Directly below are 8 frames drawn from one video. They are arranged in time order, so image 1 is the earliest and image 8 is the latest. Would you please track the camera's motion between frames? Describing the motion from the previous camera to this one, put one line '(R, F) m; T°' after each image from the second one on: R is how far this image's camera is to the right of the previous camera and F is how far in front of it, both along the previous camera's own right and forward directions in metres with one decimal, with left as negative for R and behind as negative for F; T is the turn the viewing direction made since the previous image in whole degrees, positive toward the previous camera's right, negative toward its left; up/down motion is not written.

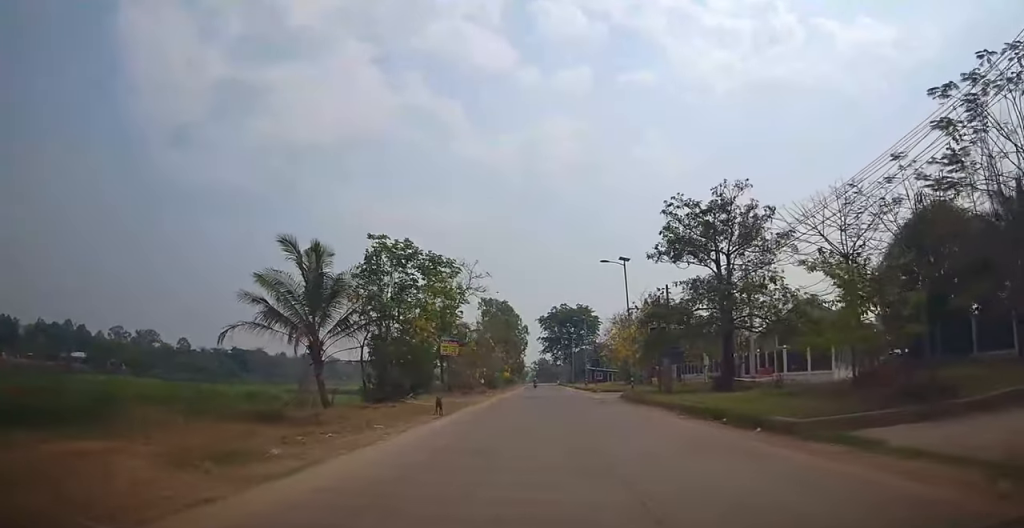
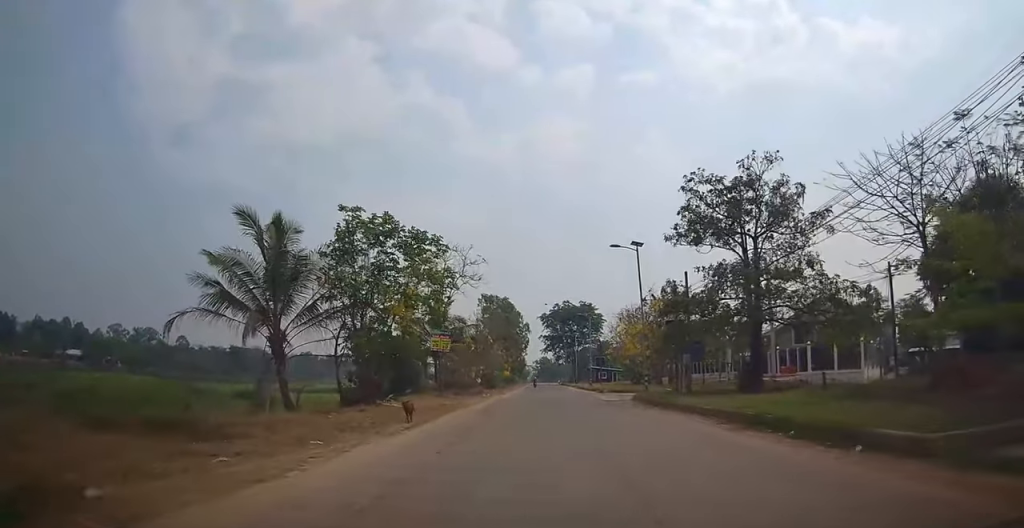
(0.0, +3.5) m; +1°
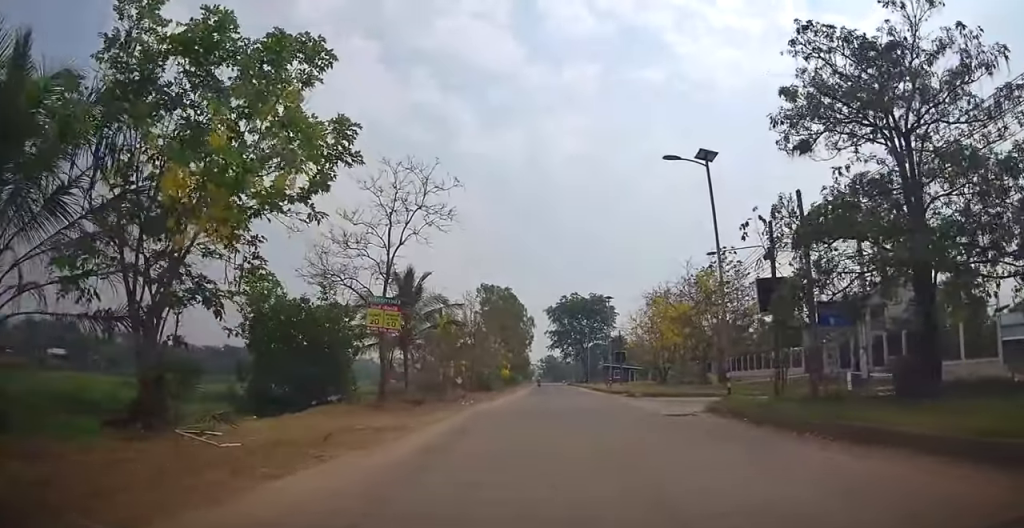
(+0.4, +11.9) m; +2°
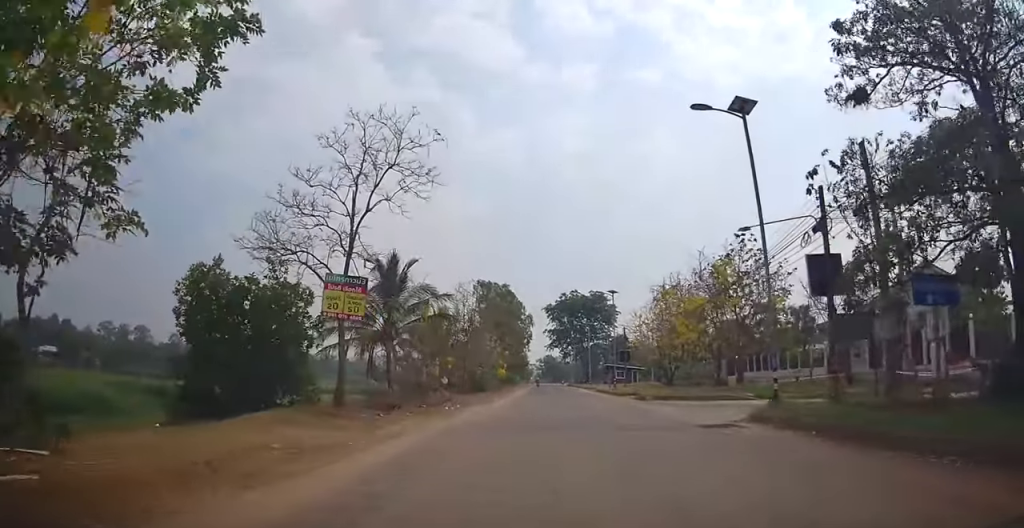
(0.0, +3.8) m; -1°
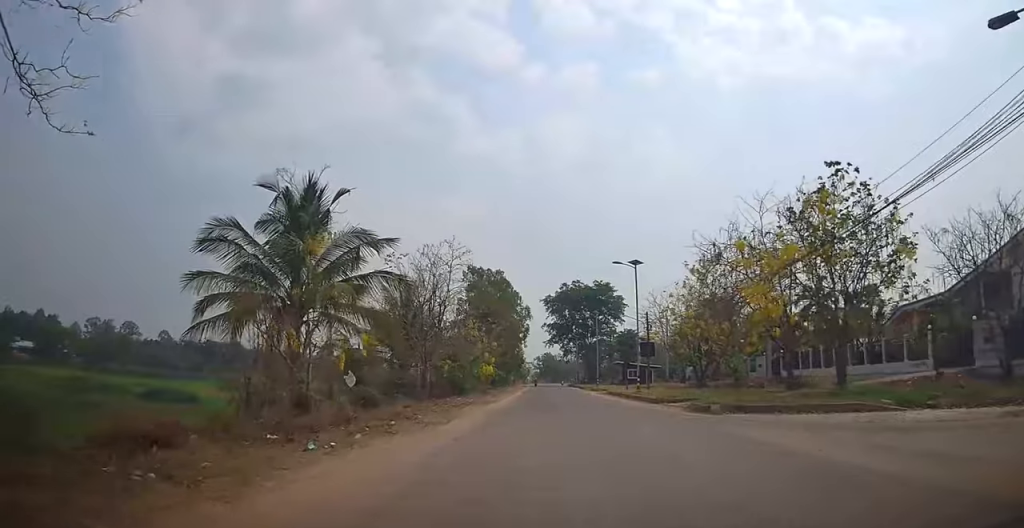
(-0.5, +12.5) m; -1°
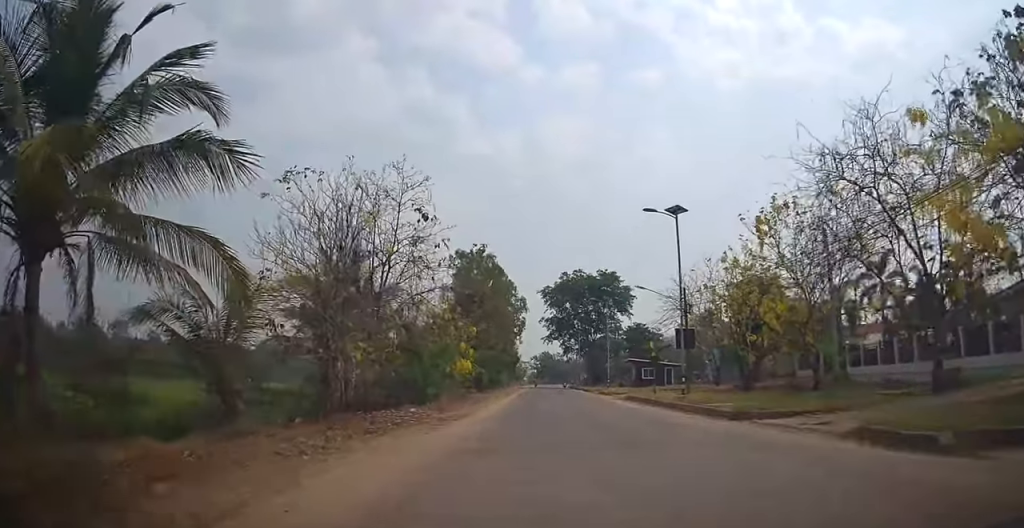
(+0.3, +11.4) m; +1°
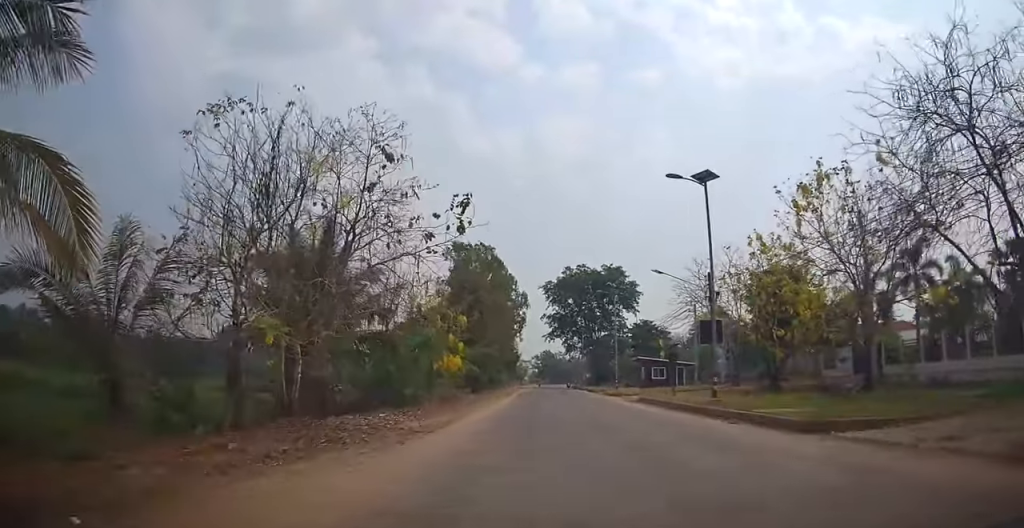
(0.0, +4.1) m; -1°
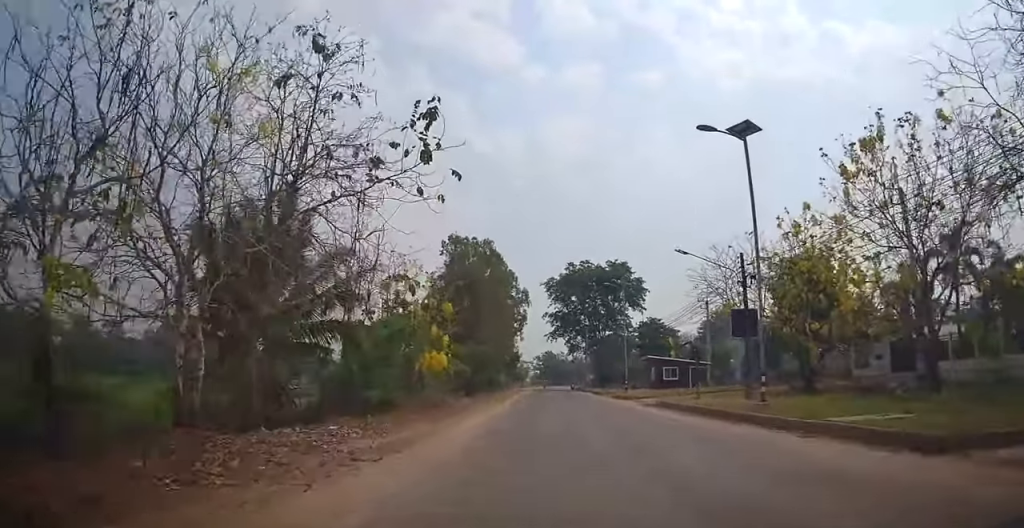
(0.0, +4.1) m; -2°
